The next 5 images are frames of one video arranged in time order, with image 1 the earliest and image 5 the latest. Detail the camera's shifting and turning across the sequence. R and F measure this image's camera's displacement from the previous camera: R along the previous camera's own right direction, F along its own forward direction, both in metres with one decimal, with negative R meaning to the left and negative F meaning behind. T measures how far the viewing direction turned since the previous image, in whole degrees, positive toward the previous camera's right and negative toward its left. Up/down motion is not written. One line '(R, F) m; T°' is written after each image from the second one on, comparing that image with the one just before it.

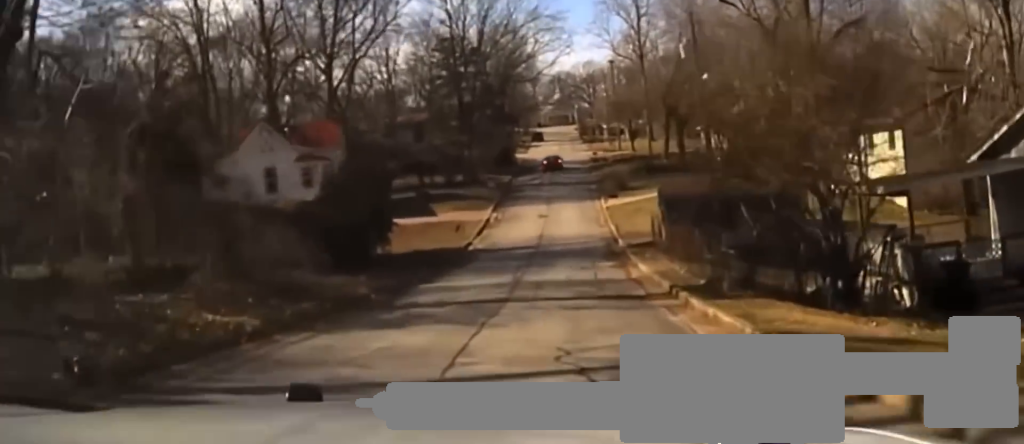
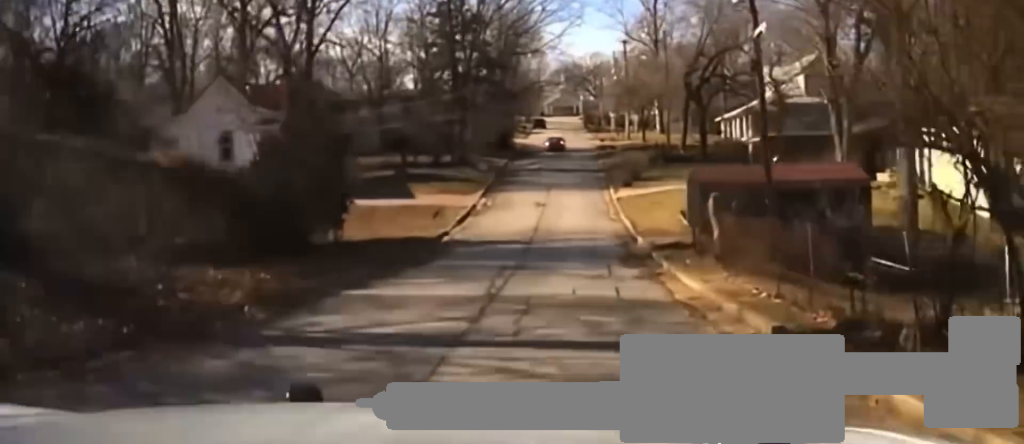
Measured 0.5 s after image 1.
(0.0, +5.9) m; 0°
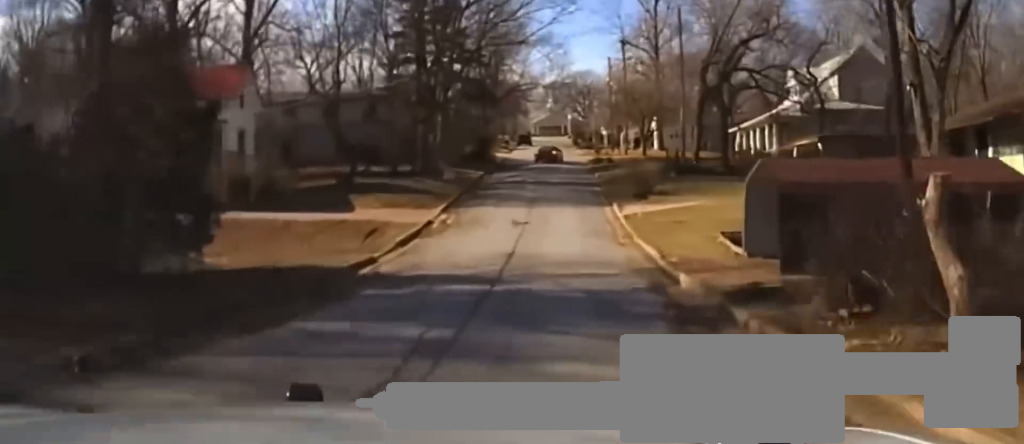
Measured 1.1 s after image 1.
(0.0, +8.6) m; 0°
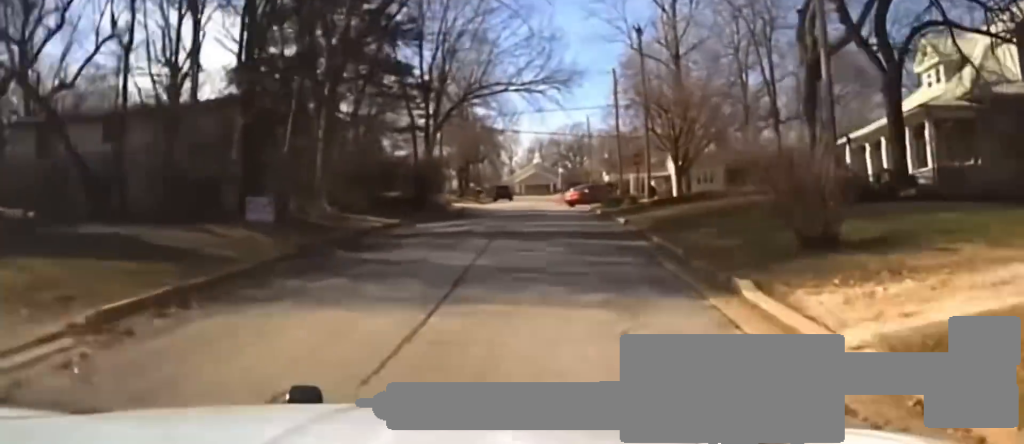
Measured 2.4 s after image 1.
(+0.4, +24.1) m; +1°
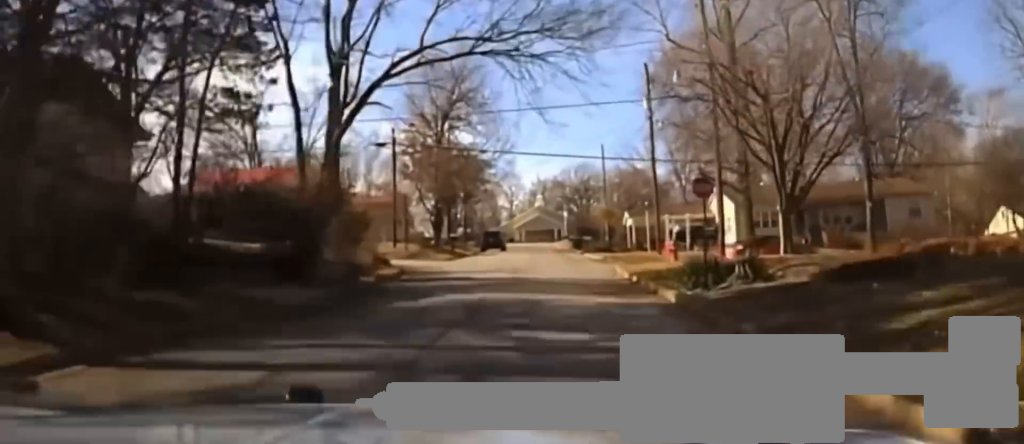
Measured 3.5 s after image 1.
(+0.1, +21.8) m; 0°
